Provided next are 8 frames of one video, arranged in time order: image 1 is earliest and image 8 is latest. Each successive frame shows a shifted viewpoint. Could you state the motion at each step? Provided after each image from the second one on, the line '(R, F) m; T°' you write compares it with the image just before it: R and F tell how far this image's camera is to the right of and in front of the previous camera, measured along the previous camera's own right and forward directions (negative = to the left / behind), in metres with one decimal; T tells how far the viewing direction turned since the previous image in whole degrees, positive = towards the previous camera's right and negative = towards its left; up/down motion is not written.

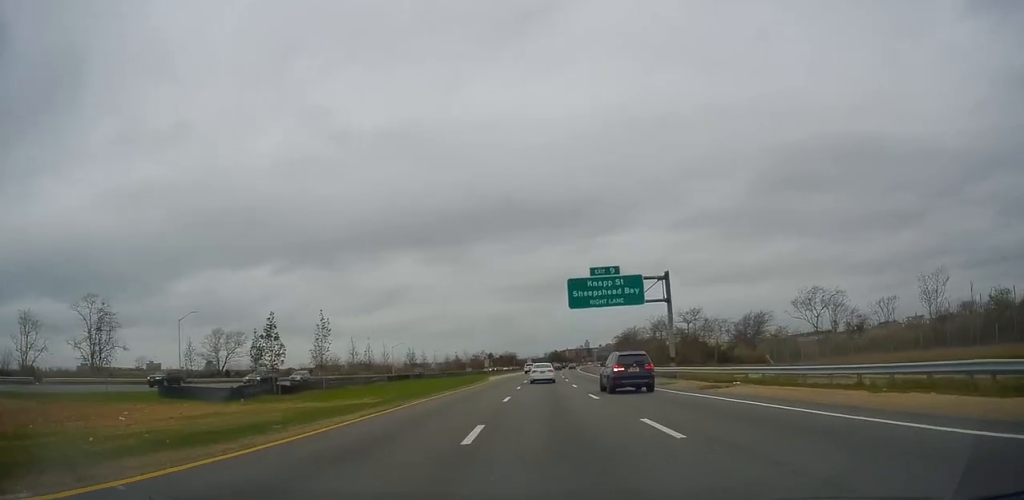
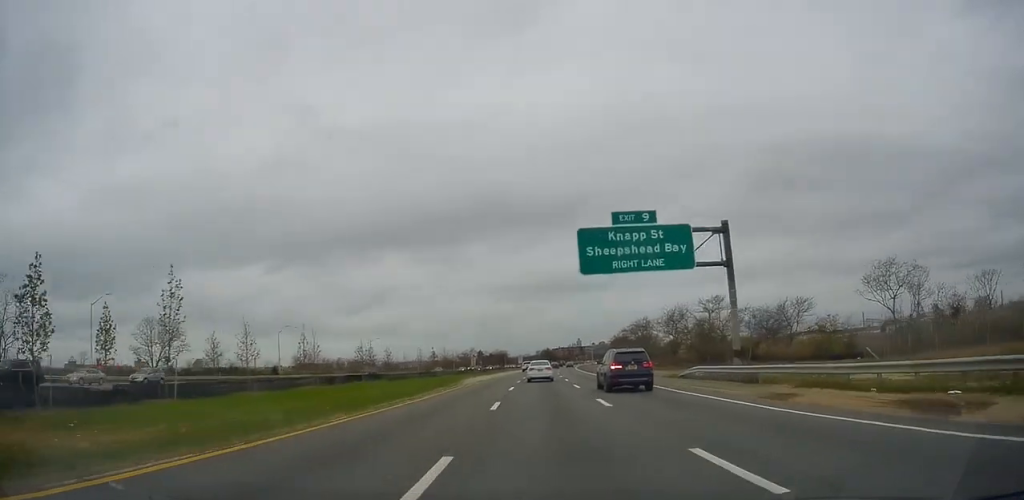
(0.0, +16.9) m; -1°
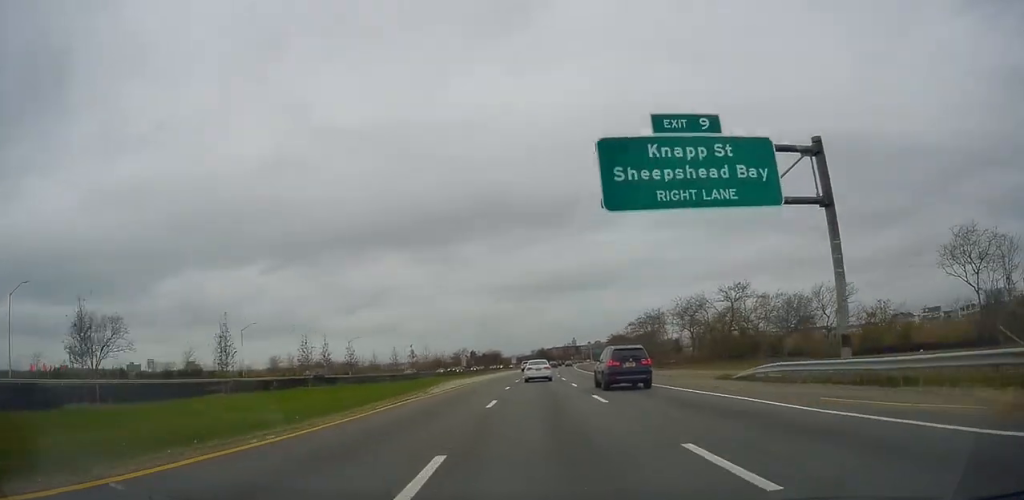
(-0.2, +12.3) m; 0°
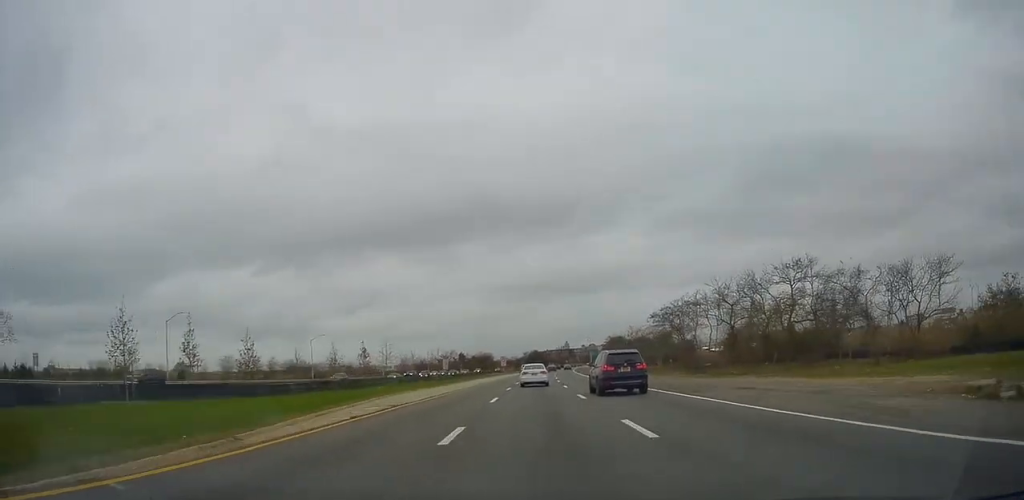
(-0.1, +20.0) m; +1°
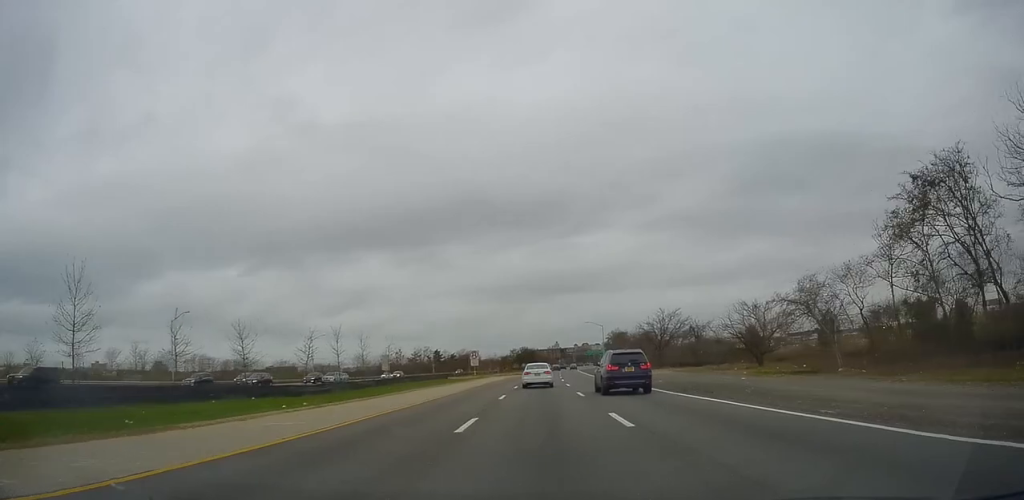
(+1.3, +47.4) m; +3°
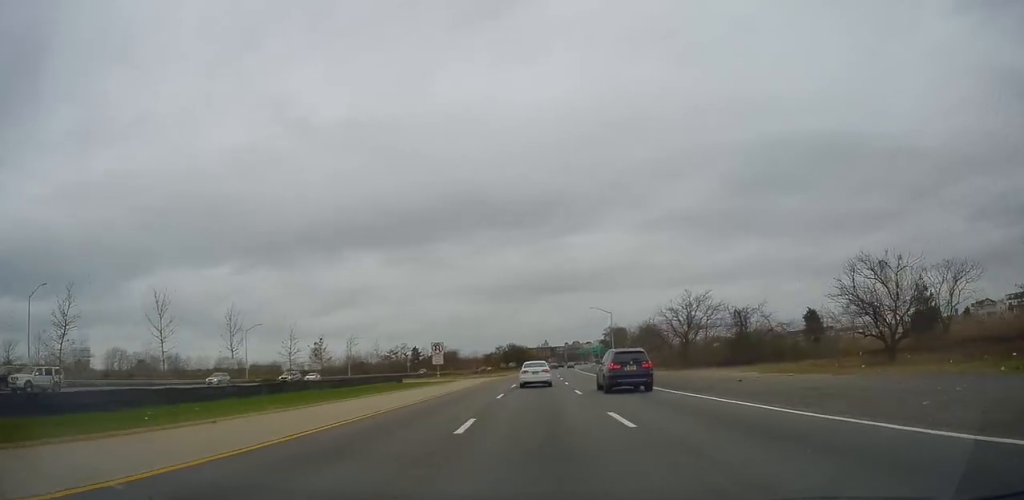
(+0.5, +24.6) m; +1°
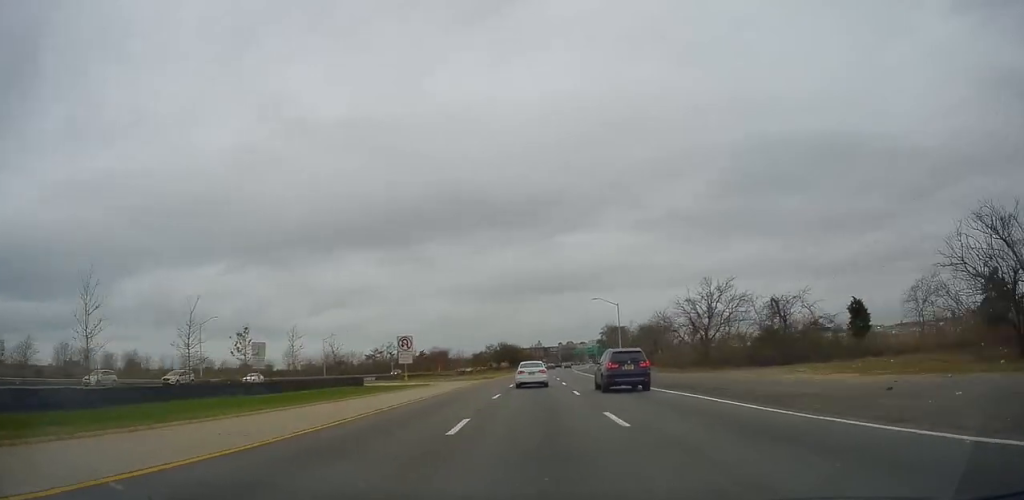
(-0.3, +12.3) m; 0°
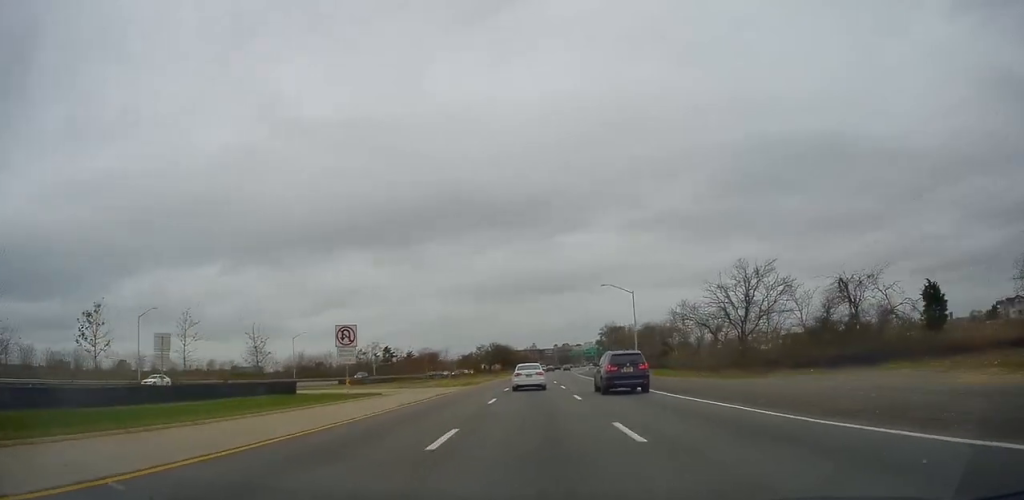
(+0.3, +13.8) m; 0°
